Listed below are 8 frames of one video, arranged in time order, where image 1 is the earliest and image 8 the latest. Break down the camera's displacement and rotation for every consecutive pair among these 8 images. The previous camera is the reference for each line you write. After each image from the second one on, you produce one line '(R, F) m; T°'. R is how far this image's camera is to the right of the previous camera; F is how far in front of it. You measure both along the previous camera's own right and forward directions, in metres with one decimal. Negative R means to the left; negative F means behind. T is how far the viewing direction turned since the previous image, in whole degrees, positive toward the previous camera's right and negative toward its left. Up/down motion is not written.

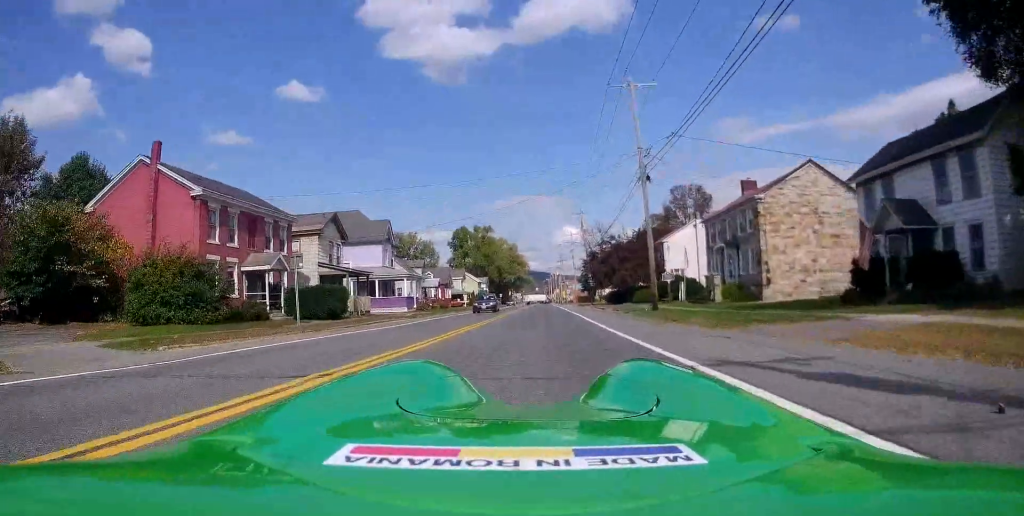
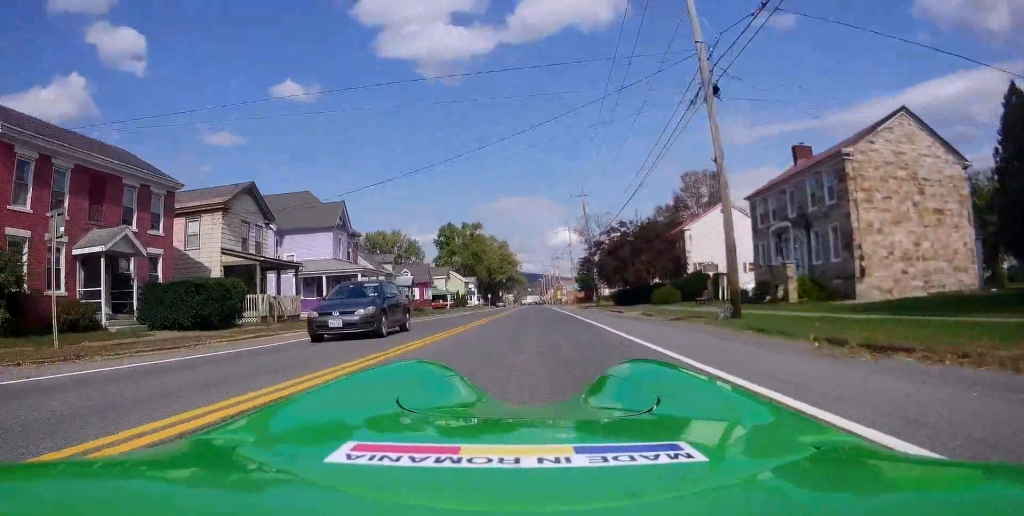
(-0.2, +12.0) m; 0°
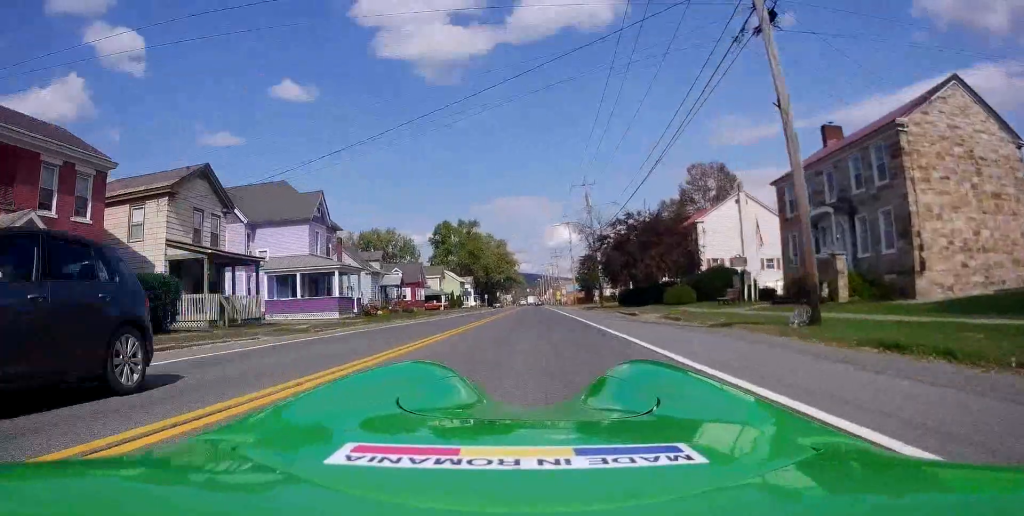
(+0.1, +4.6) m; +1°
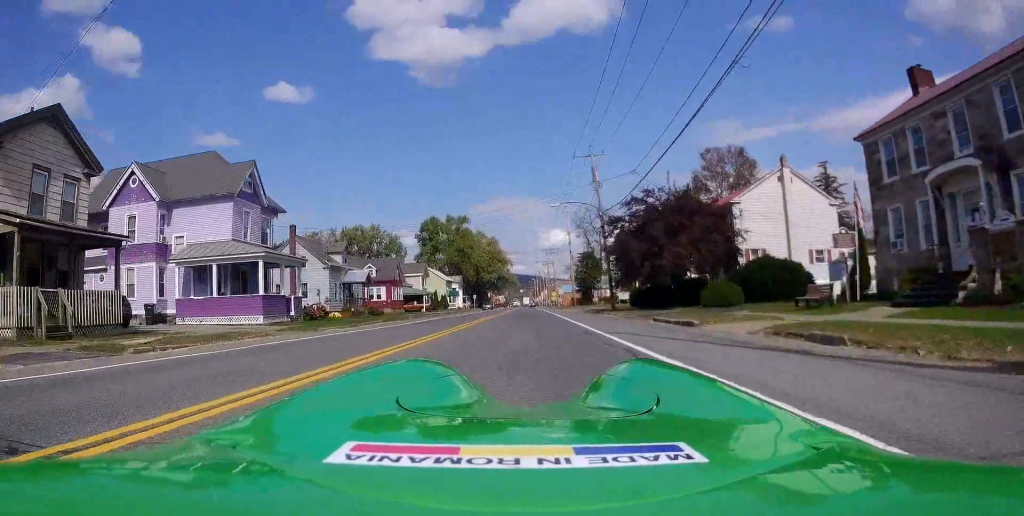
(+0.4, +10.3) m; +3°
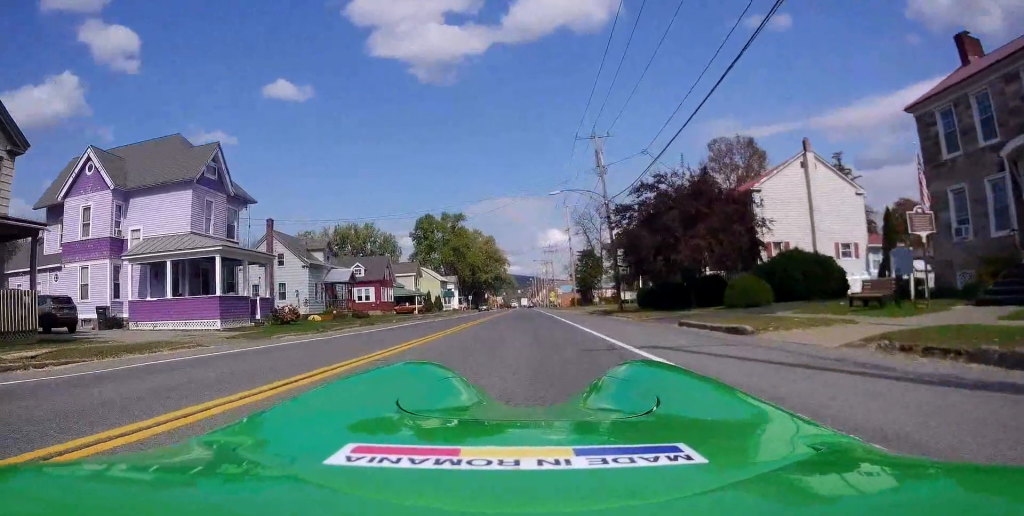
(+0.1, +3.8) m; 0°
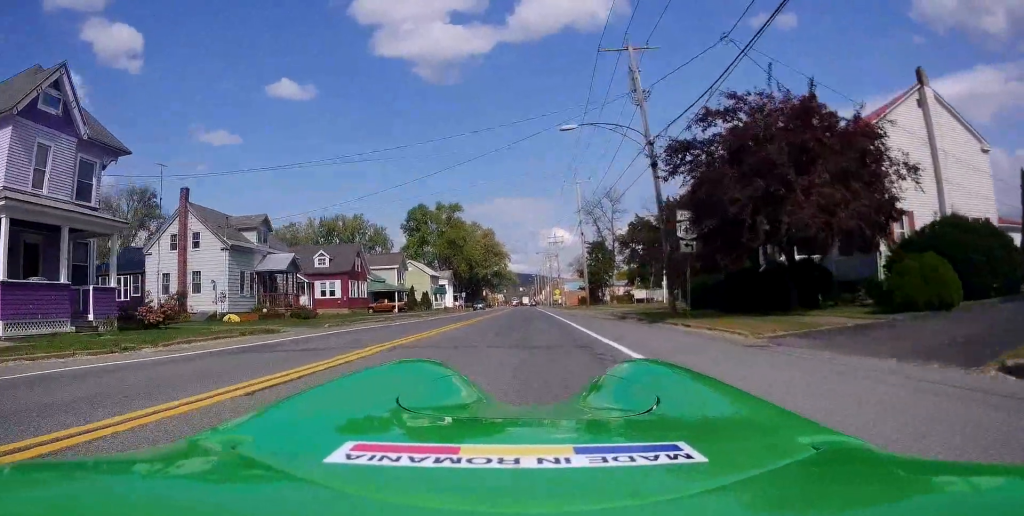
(-0.1, +12.4) m; 0°
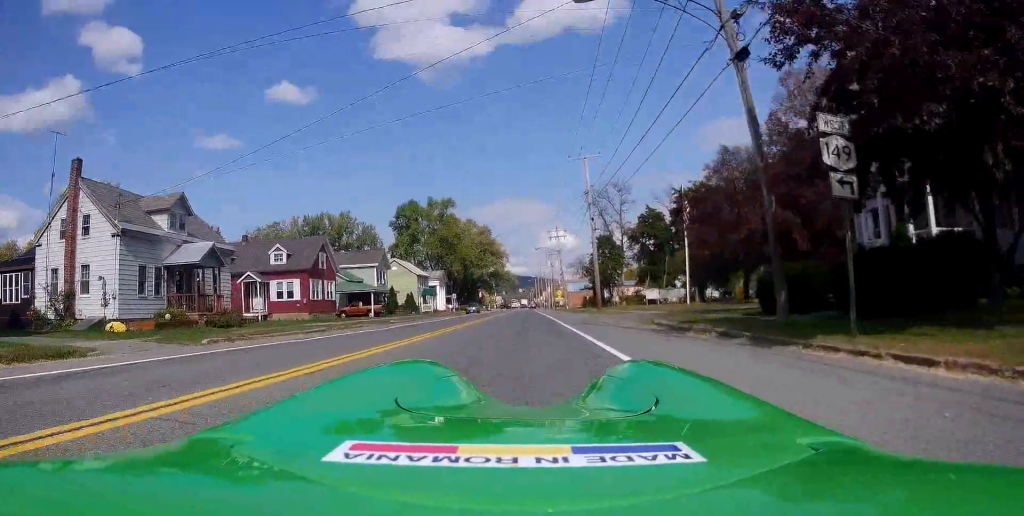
(0.0, +9.7) m; +1°
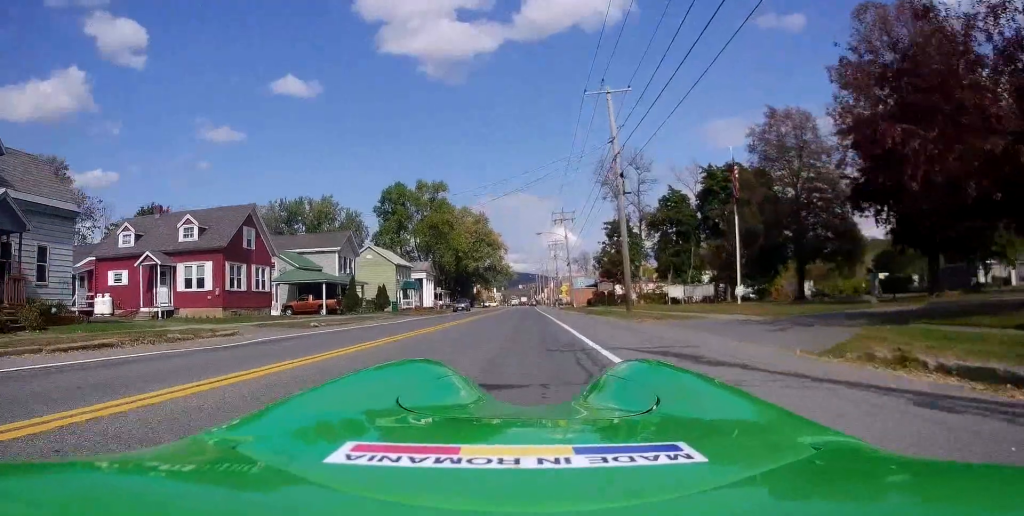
(0.0, +13.9) m; -2°
